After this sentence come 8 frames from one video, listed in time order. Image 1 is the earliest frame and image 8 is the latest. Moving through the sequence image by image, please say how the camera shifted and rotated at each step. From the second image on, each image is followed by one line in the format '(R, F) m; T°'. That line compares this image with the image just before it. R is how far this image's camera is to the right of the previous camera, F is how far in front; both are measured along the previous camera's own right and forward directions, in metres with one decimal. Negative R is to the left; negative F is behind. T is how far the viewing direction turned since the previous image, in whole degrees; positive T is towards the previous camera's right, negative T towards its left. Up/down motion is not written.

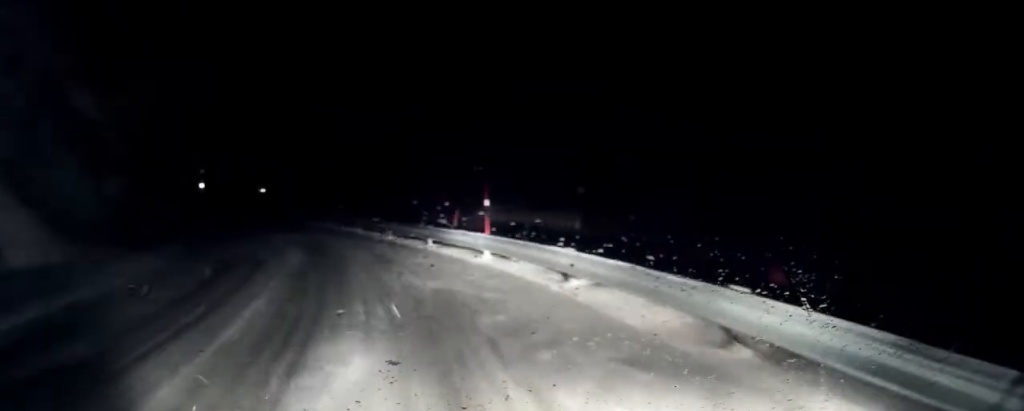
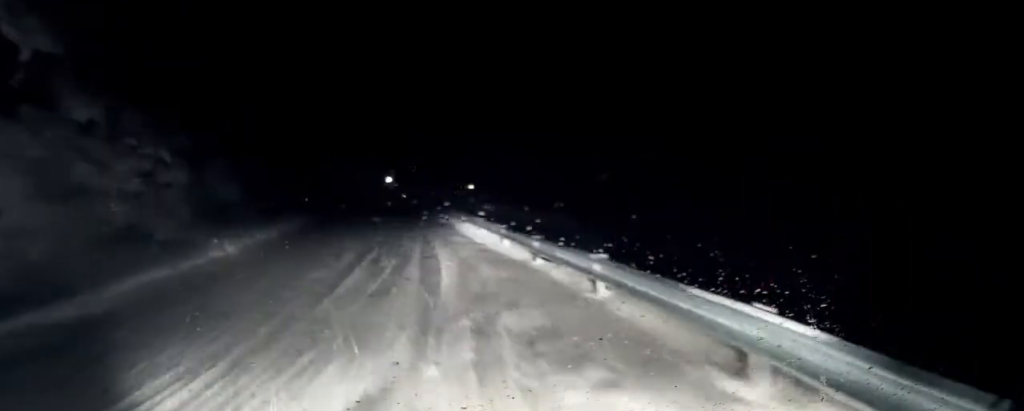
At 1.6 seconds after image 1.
(-3.9, +15.2) m; -27°
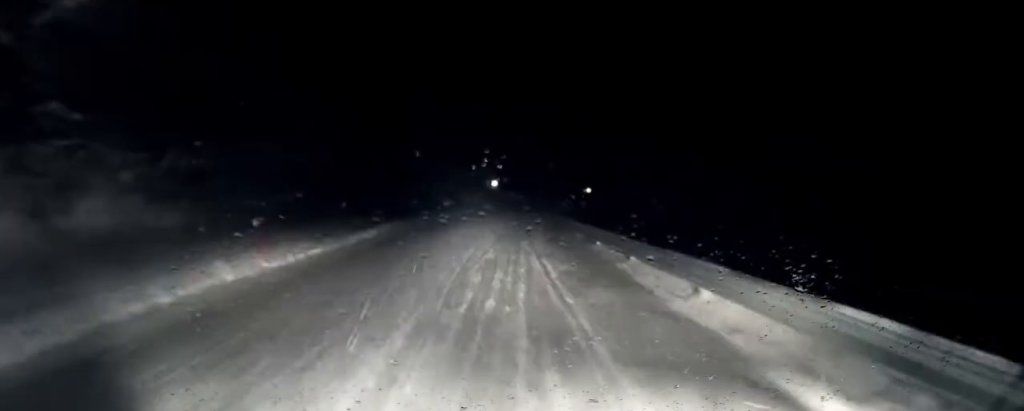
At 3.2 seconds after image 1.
(-2.9, +17.6) m; -13°
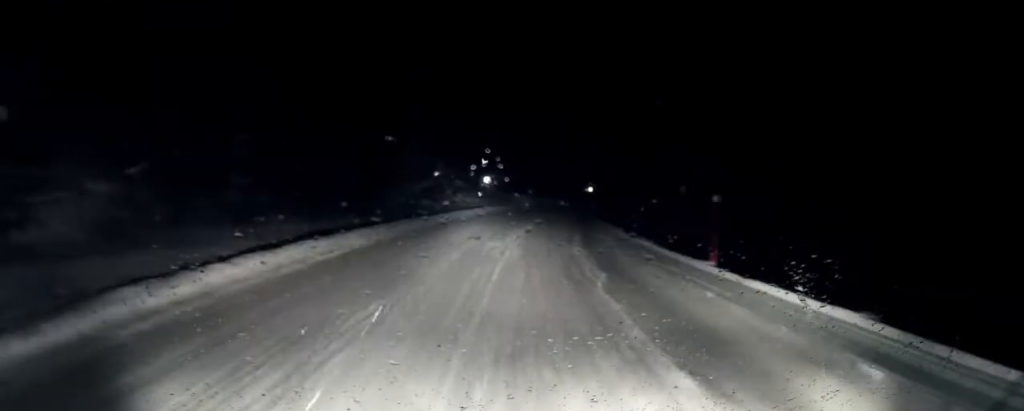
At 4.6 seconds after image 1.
(0.0, +15.7) m; +4°
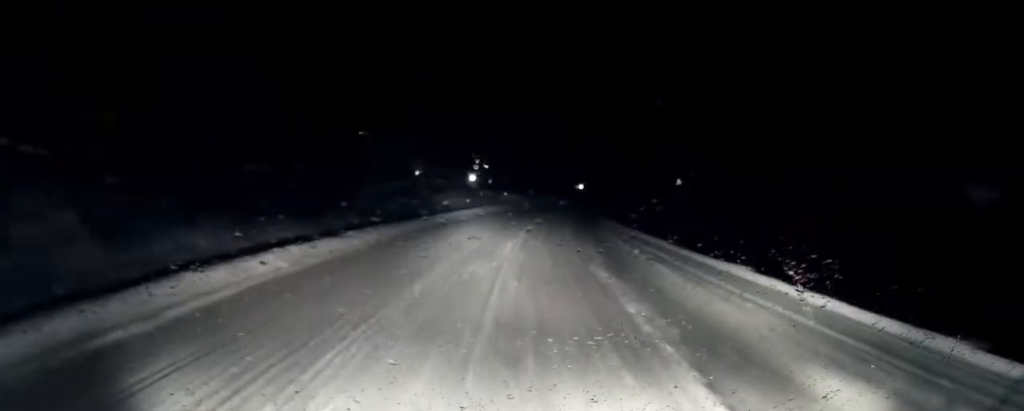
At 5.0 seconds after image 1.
(0.0, +5.2) m; +3°
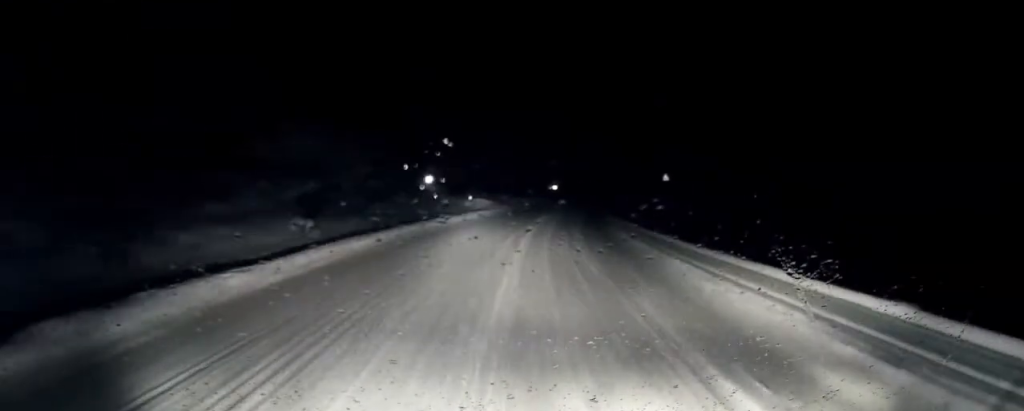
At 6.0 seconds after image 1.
(+0.9, +11.3) m; +8°
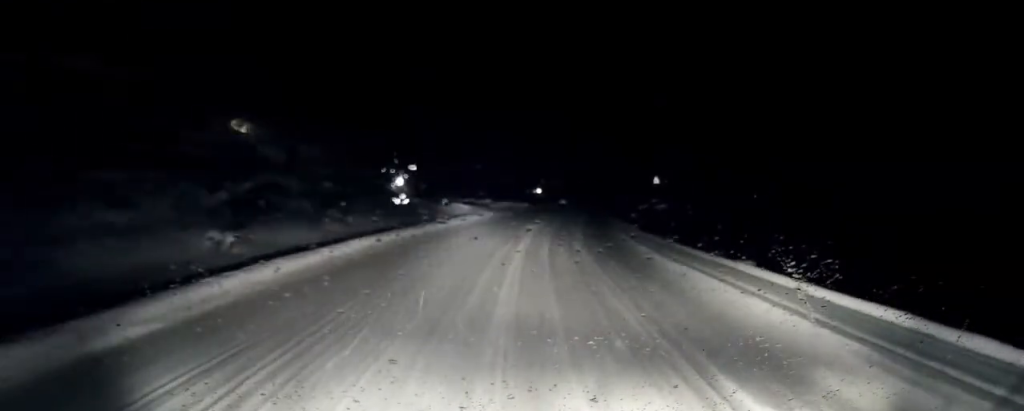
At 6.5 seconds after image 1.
(+0.3, +5.1) m; +2°
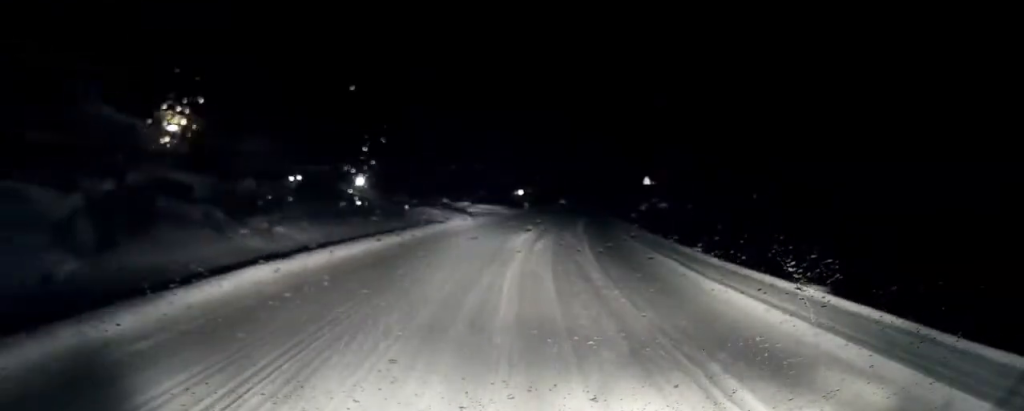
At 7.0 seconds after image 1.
(+0.2, +6.0) m; +2°
